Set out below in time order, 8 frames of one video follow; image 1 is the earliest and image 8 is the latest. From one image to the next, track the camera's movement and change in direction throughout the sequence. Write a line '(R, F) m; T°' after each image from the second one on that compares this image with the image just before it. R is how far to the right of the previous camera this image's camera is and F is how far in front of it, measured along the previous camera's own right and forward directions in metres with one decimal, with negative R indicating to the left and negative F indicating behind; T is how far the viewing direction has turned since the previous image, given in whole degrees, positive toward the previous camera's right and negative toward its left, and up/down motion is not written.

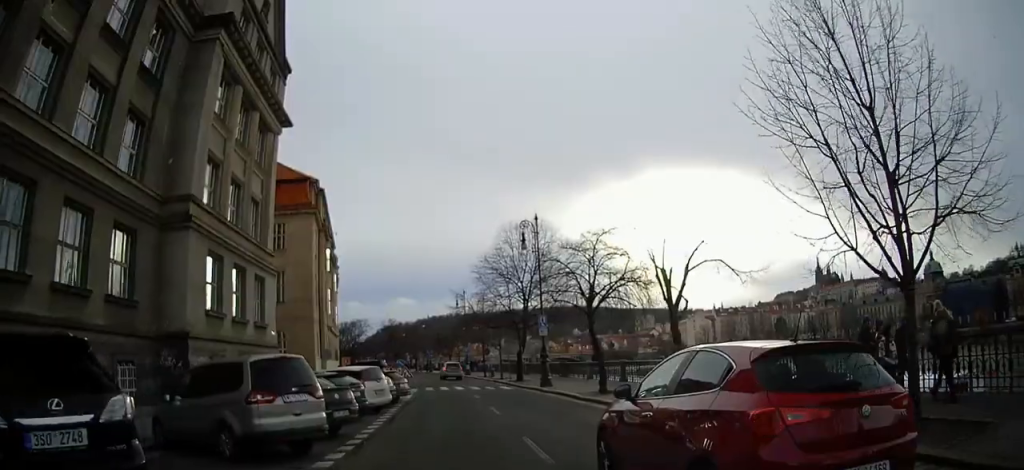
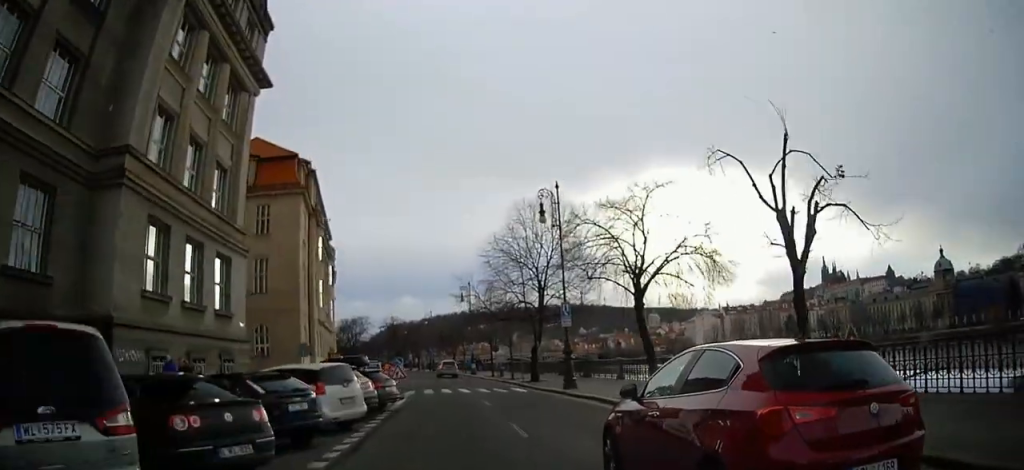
(0.0, +6.1) m; -3°
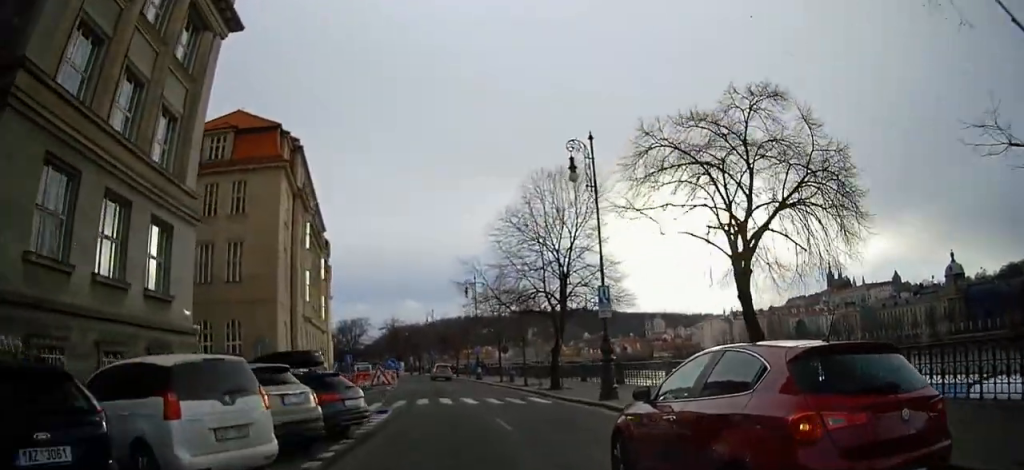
(-0.4, +6.7) m; -5°
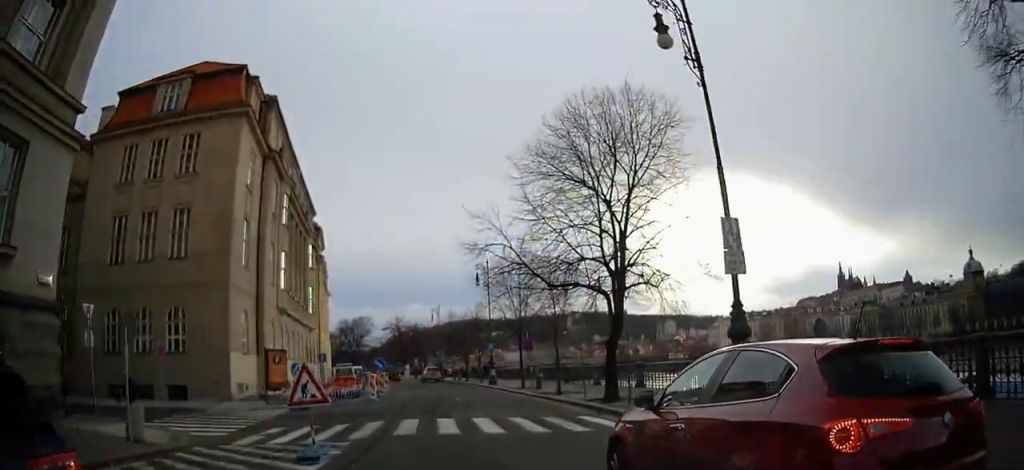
(-0.2, +9.1) m; -2°
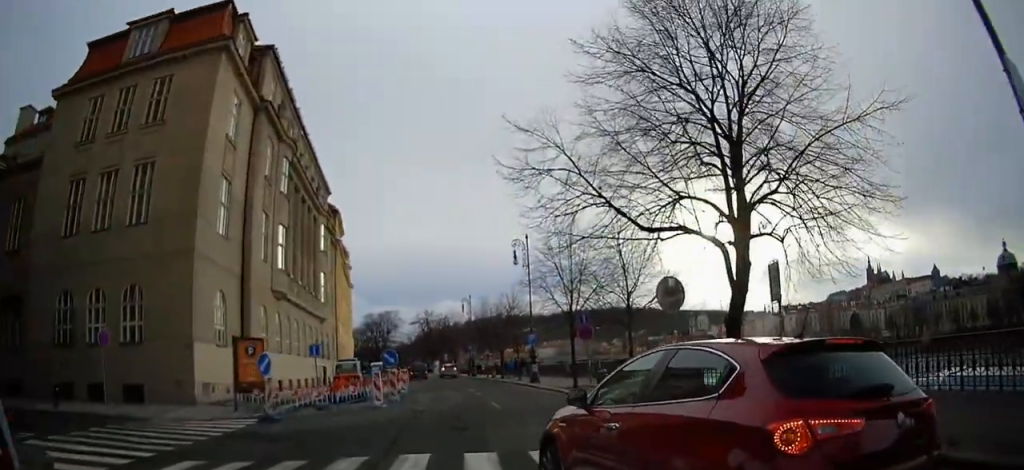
(-0.2, +7.0) m; -10°
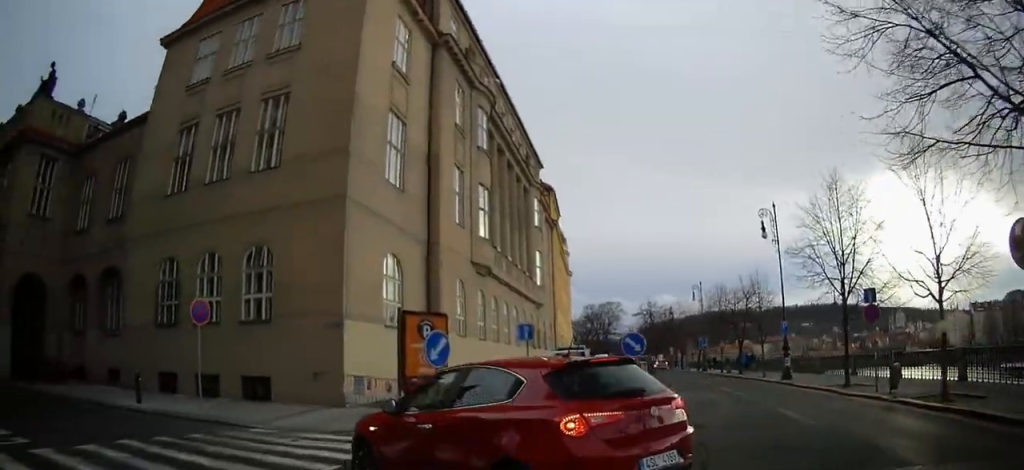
(-1.9, +7.7) m; -30°
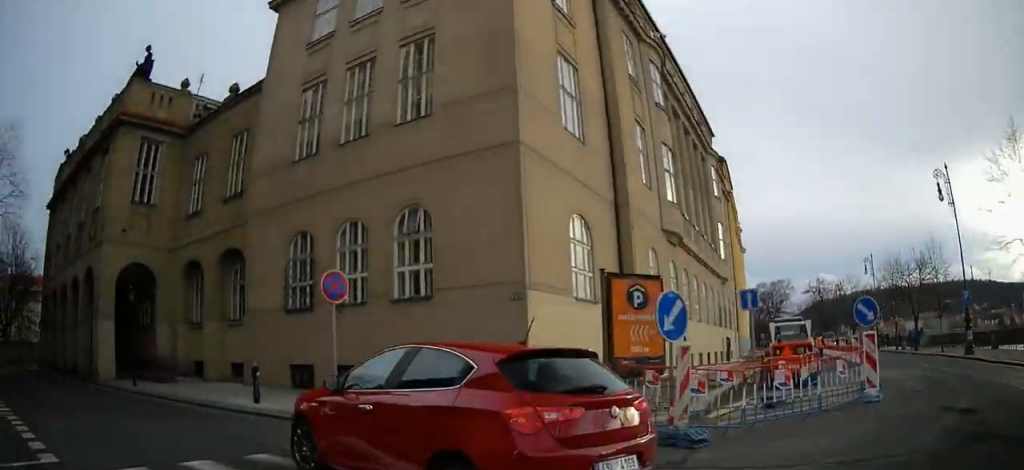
(-0.4, +3.1) m; -13°
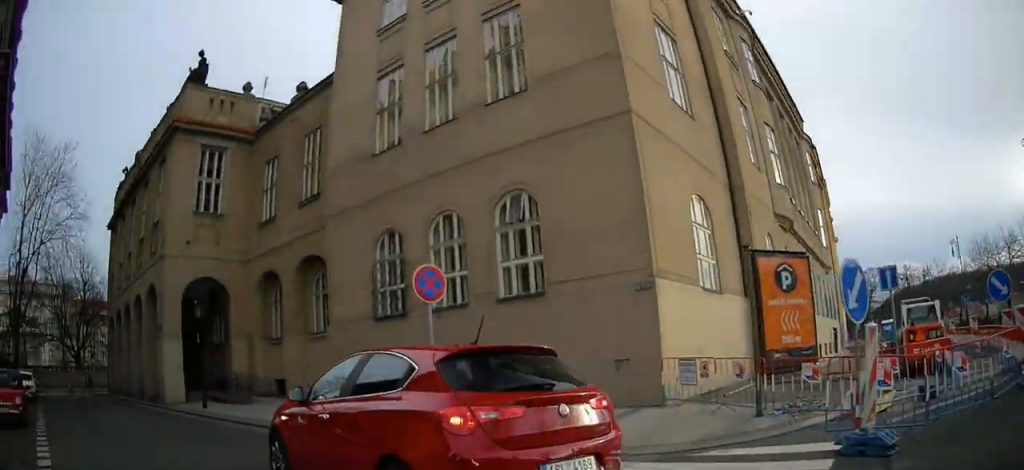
(0.0, +1.8) m; -7°
